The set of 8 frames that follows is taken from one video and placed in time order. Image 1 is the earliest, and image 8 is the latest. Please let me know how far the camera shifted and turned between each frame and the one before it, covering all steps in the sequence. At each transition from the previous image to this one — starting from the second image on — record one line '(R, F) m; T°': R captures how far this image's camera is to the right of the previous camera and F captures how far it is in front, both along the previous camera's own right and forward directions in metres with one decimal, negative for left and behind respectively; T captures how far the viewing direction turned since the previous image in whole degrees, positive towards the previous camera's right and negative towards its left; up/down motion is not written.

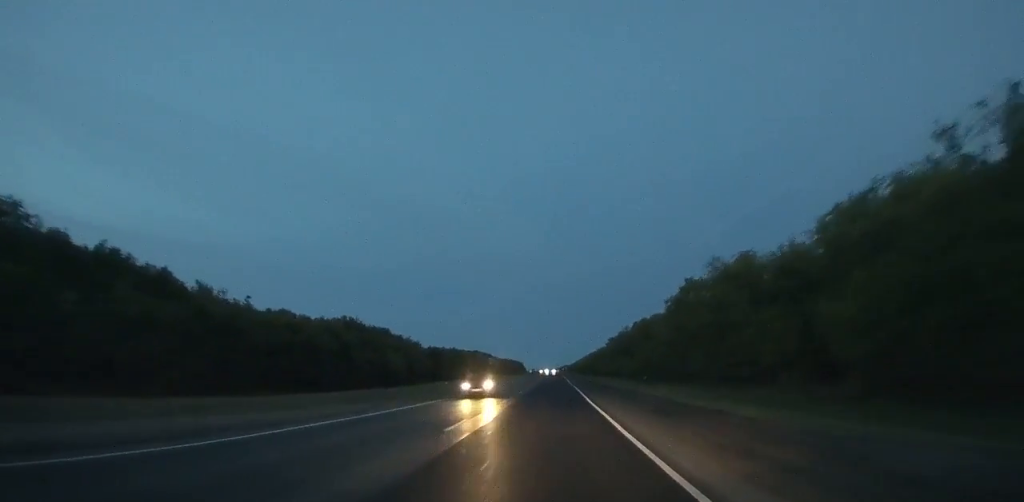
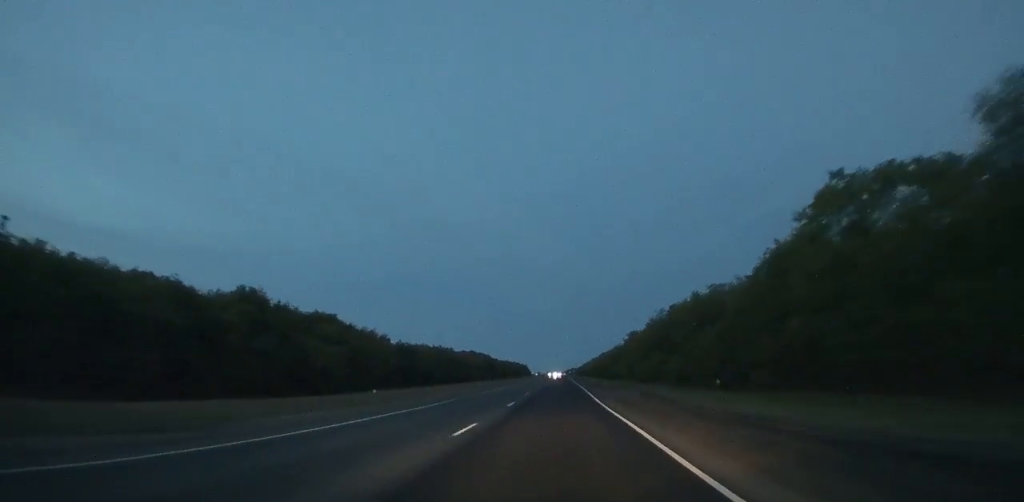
(0.0, +37.1) m; 0°
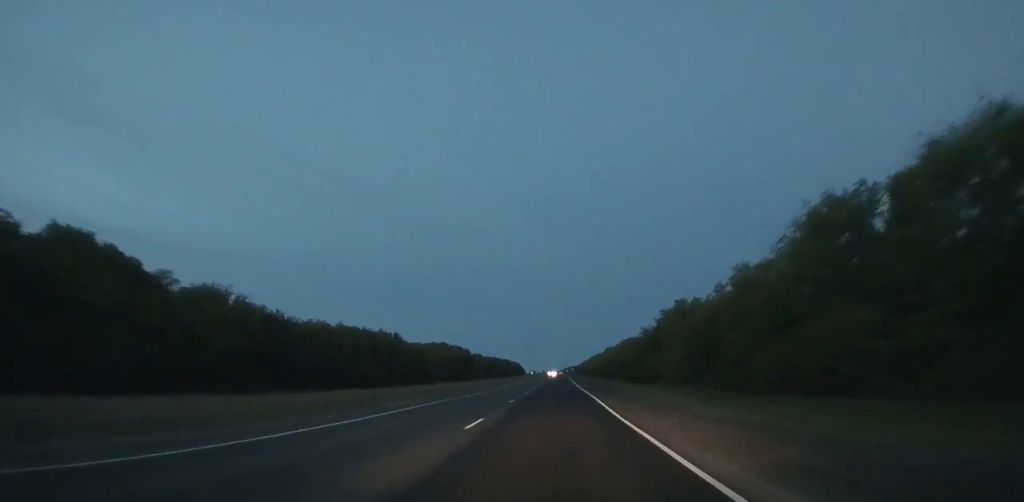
(-0.4, +57.9) m; -1°
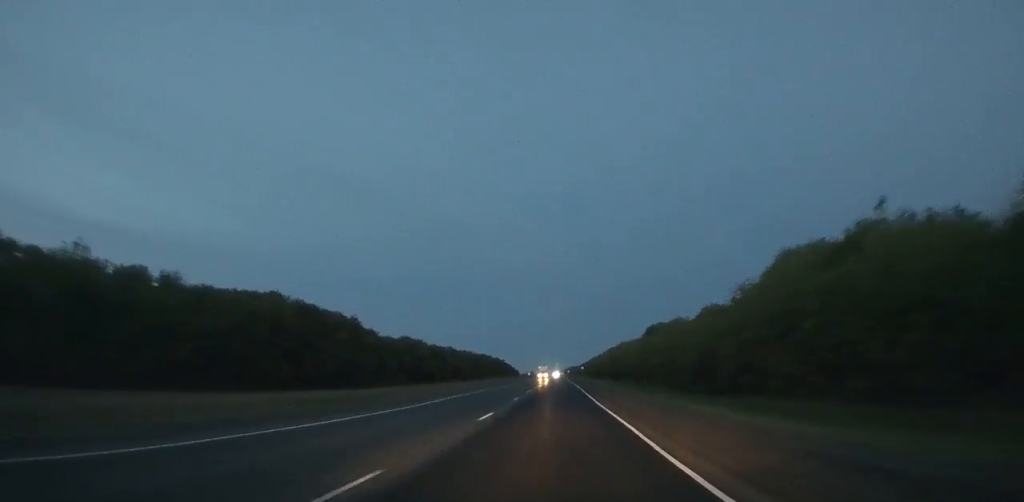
(-0.3, +126.0) m; 0°
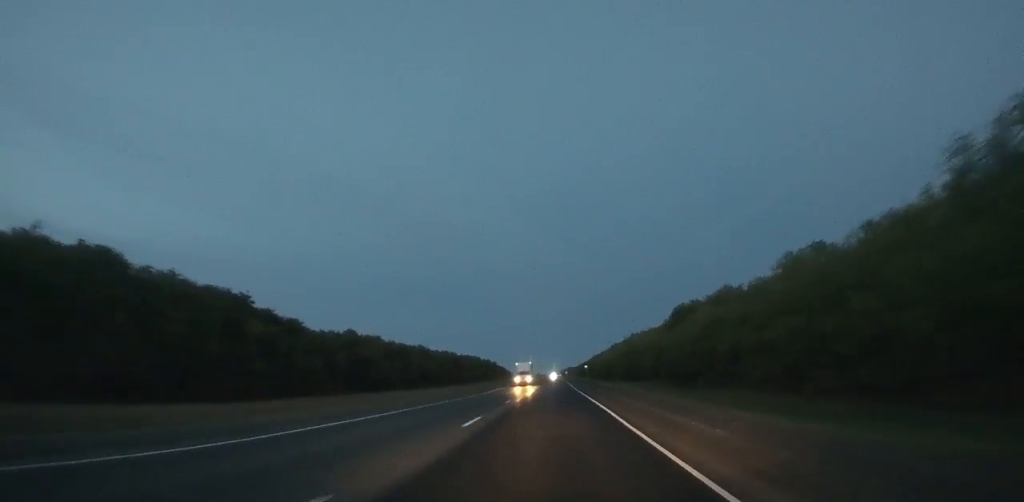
(0.0, +35.8) m; 0°
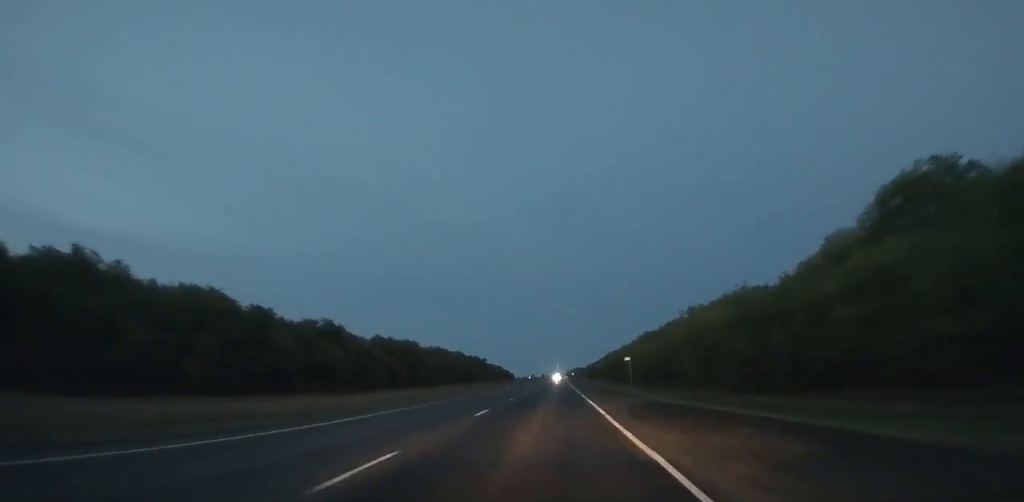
(+0.2, +67.8) m; 0°
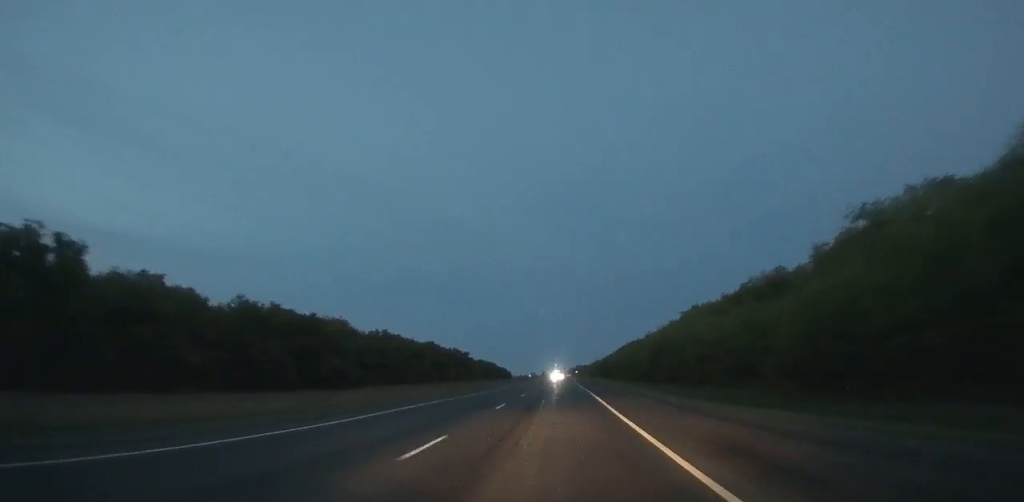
(-0.1, +56.1) m; 0°
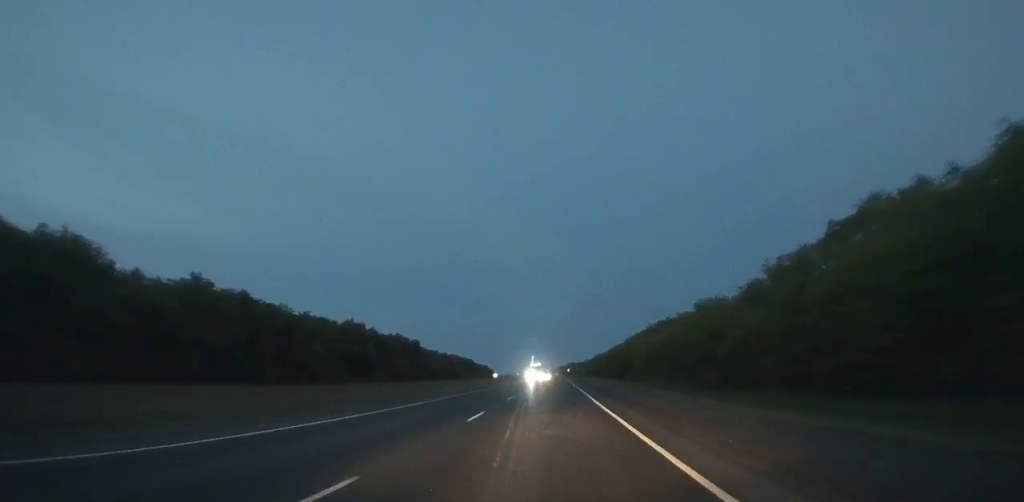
(+0.1, +65.9) m; 0°
